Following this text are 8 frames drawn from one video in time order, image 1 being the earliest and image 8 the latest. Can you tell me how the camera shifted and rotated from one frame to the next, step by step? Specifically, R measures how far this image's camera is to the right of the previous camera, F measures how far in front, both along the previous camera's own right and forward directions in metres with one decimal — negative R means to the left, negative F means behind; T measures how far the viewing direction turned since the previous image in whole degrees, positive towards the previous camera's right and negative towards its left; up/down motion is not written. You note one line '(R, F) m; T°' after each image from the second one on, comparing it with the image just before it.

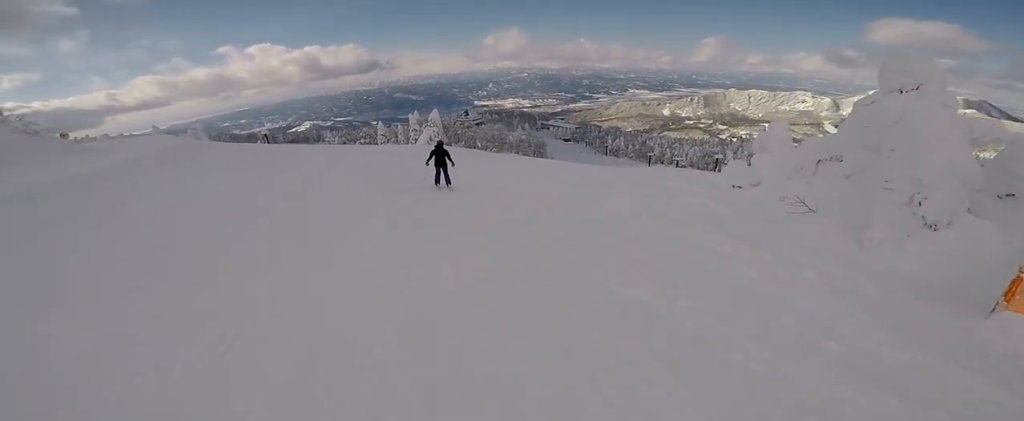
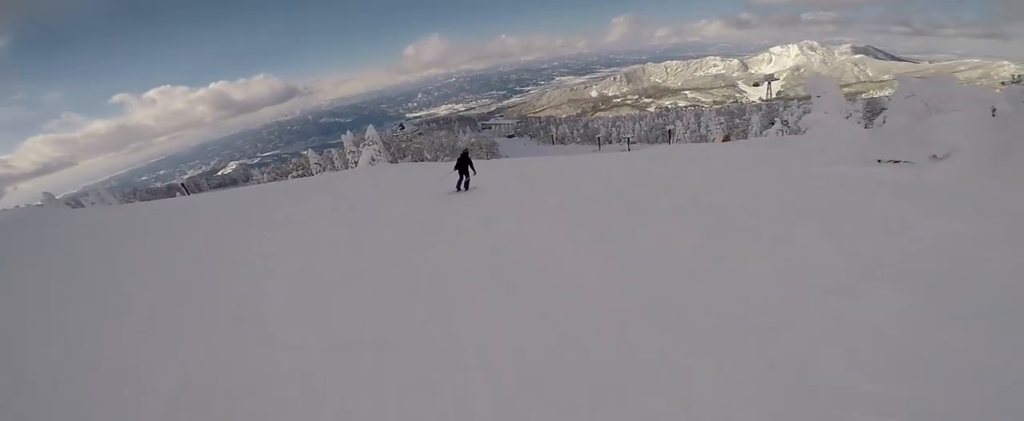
(+1.2, +8.1) m; +17°
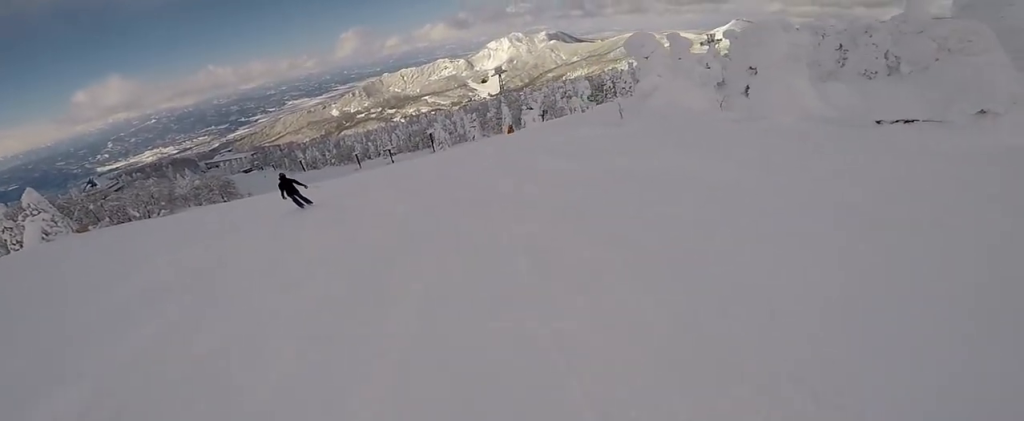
(+0.9, +8.4) m; +5°
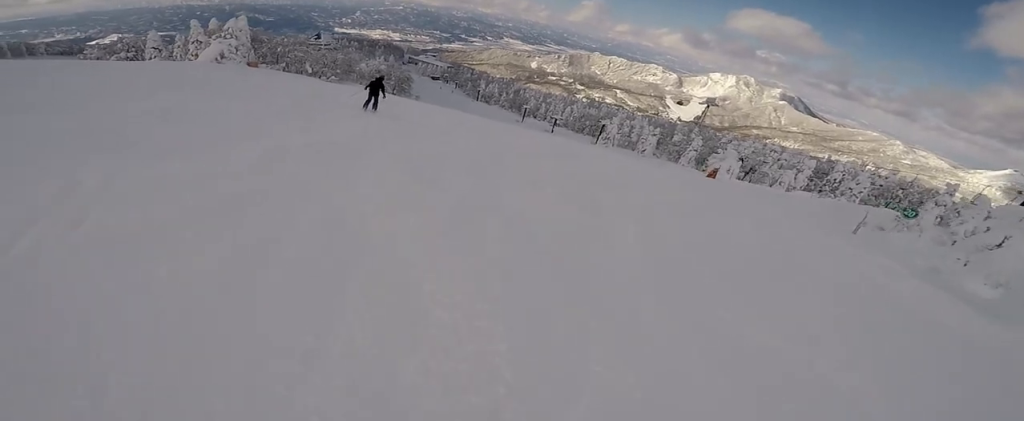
(0.0, +8.6) m; -2°
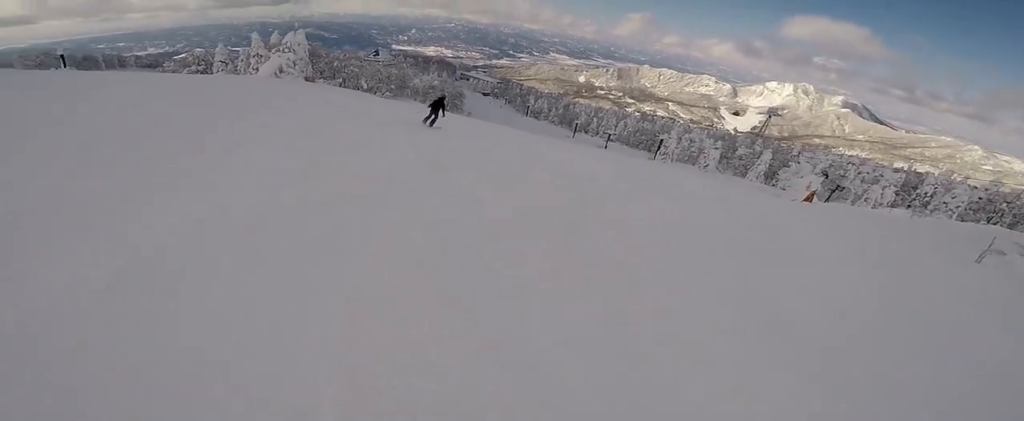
(-0.1, +3.5) m; +3°
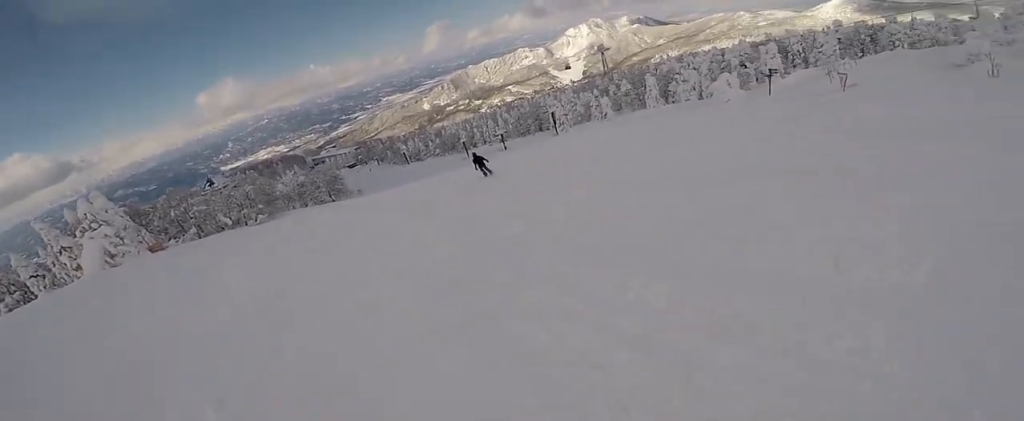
(+1.2, +11.0) m; +23°
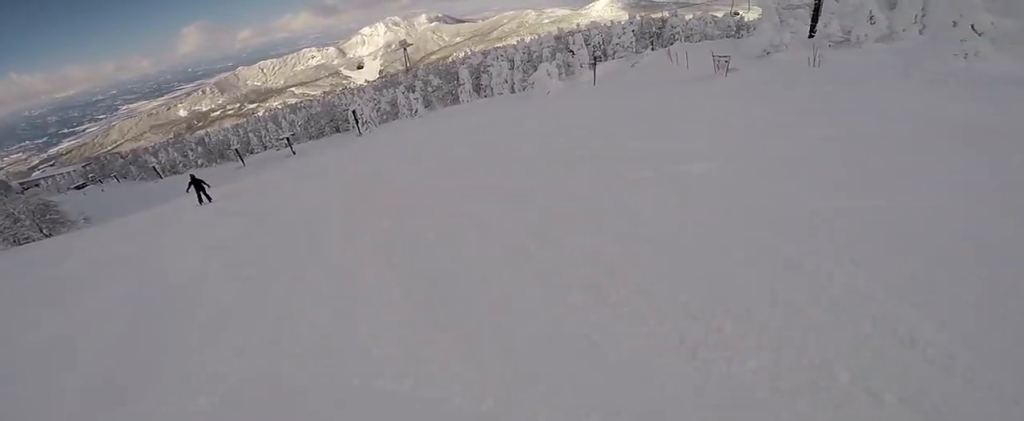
(+1.3, +8.1) m; -3°
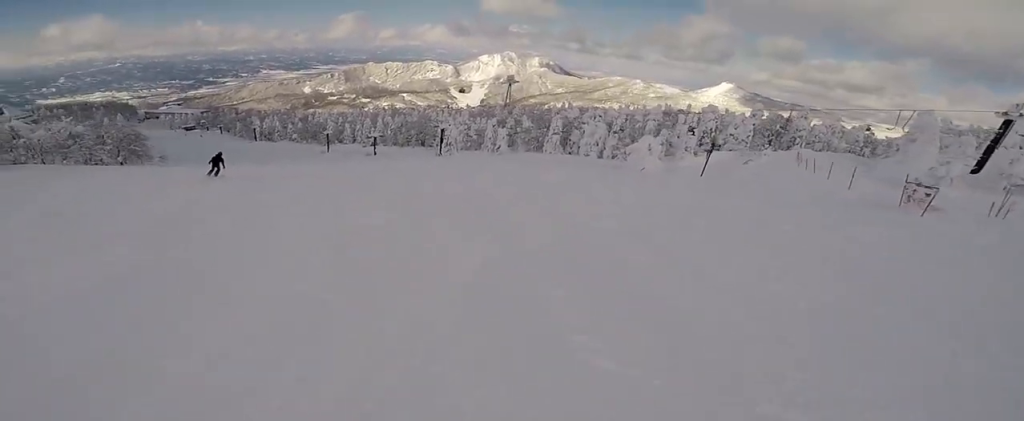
(-0.9, +5.2) m; -15°
